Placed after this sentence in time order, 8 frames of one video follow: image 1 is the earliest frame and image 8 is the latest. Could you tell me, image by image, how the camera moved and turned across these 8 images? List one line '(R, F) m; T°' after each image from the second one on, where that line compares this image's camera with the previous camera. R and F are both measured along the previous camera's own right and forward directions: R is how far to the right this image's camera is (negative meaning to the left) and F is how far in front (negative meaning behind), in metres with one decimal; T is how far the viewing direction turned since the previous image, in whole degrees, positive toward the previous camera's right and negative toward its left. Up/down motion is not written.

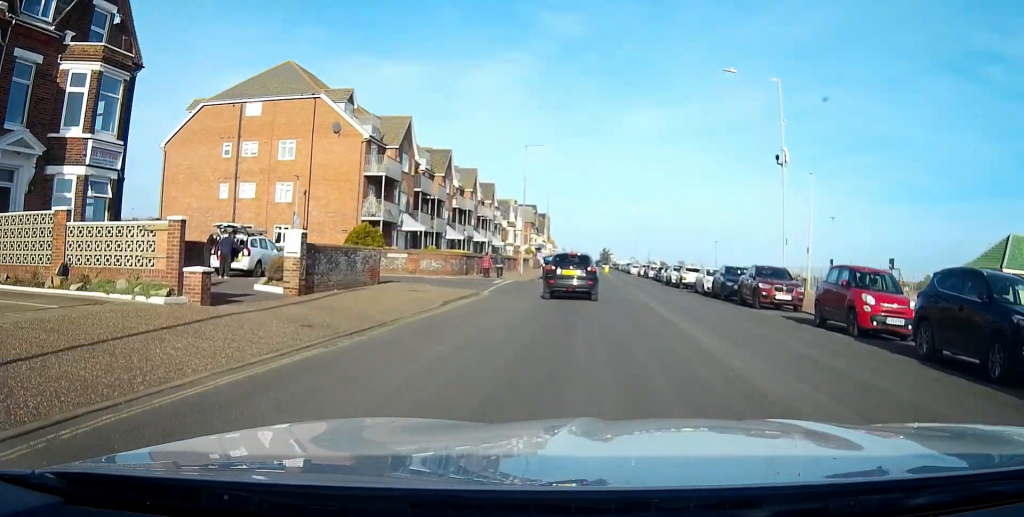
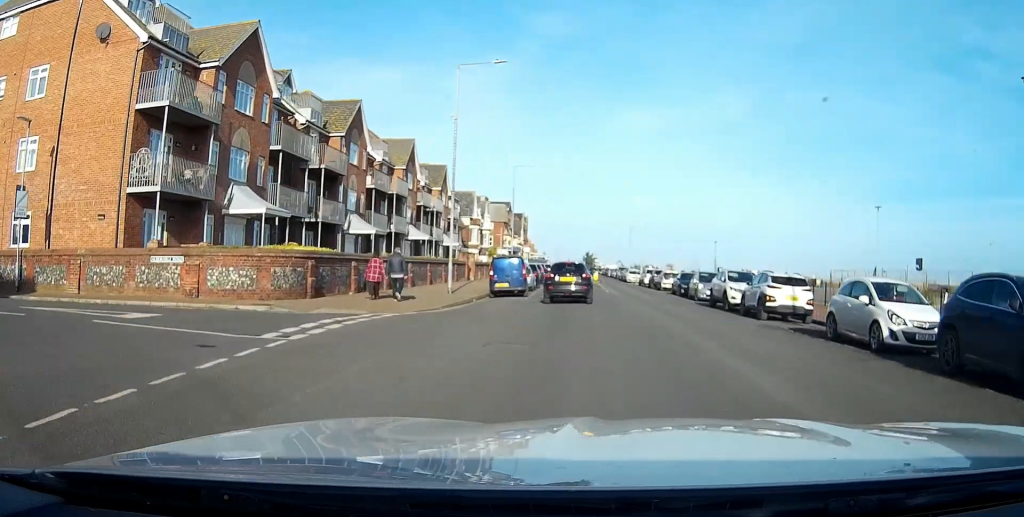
(+0.3, +25.6) m; +1°
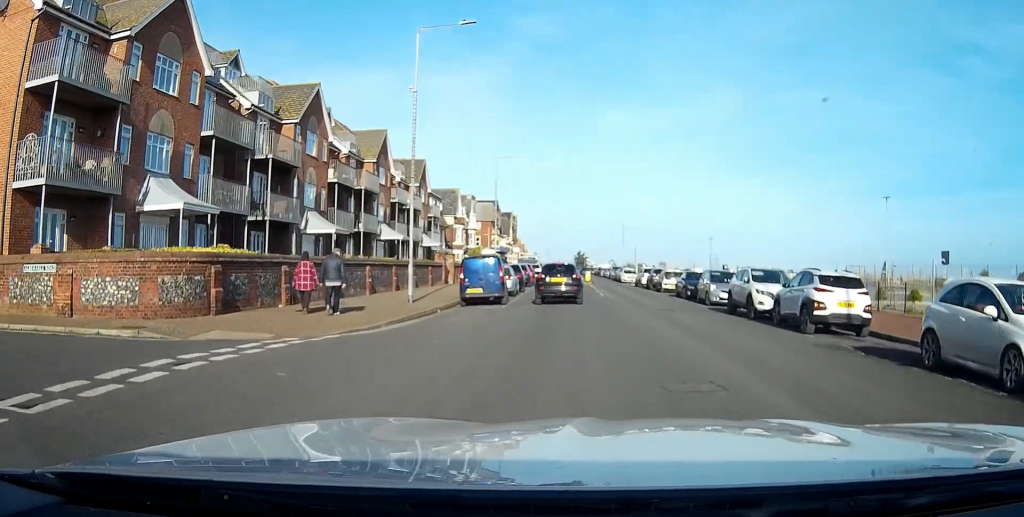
(0.0, +5.9) m; 0°
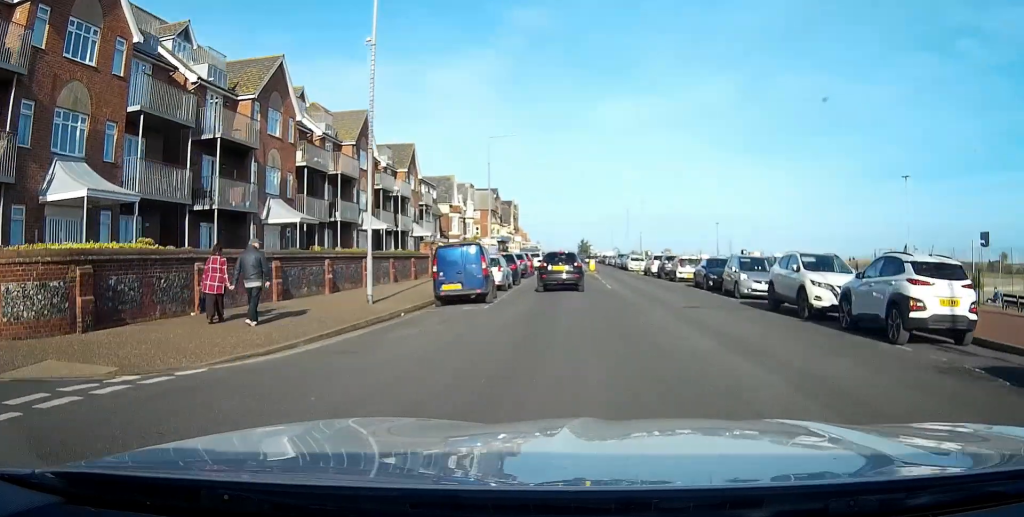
(0.0, +5.6) m; 0°
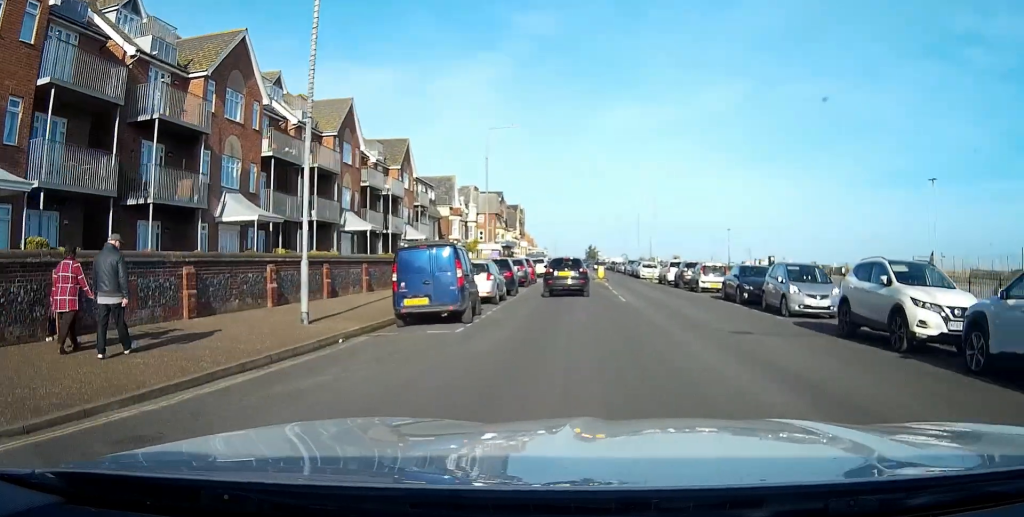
(0.0, +5.6) m; 0°
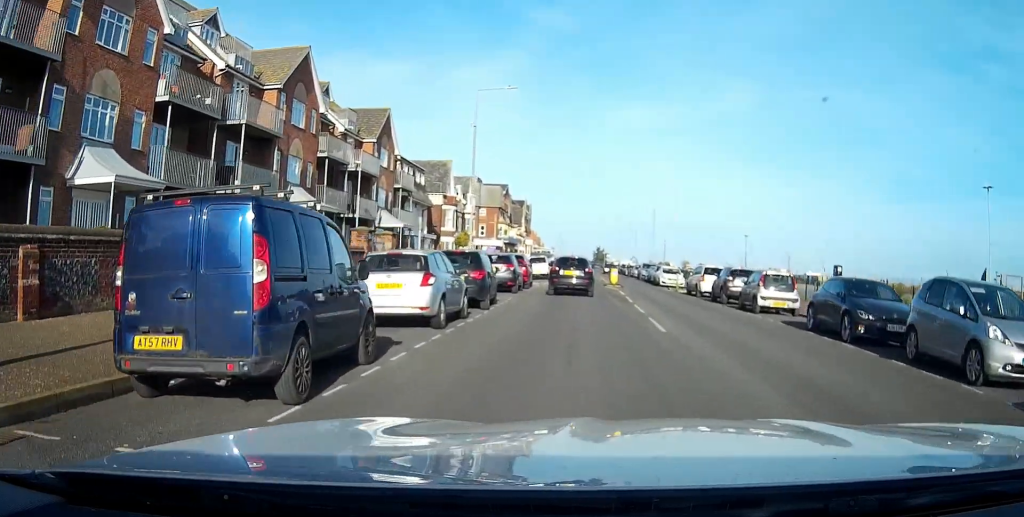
(-0.1, +10.7) m; -1°
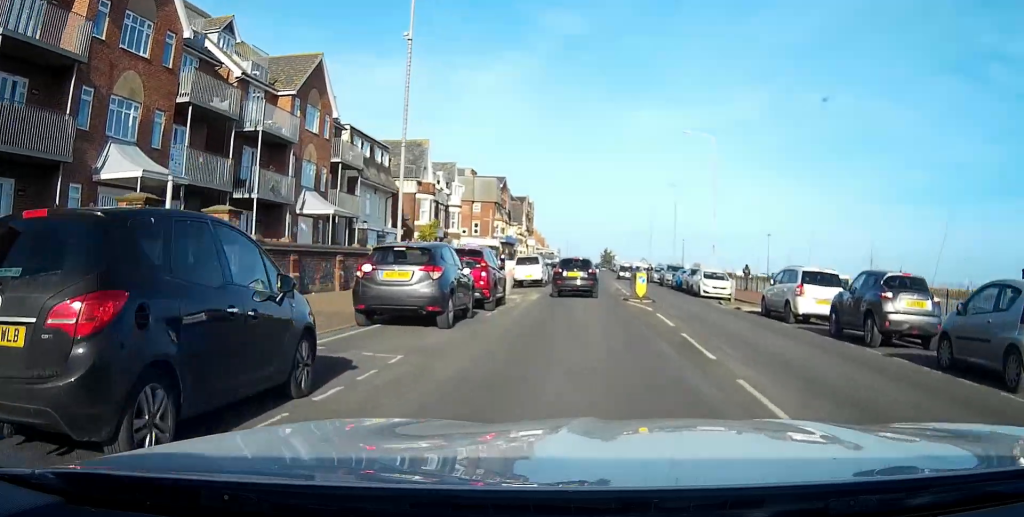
(-0.1, +15.6) m; 0°
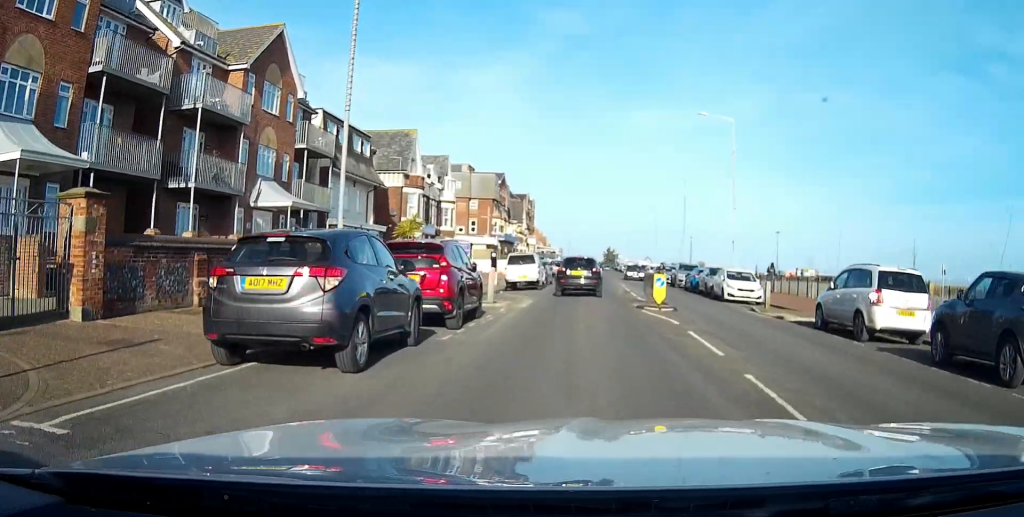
(0.0, +5.5) m; 0°
